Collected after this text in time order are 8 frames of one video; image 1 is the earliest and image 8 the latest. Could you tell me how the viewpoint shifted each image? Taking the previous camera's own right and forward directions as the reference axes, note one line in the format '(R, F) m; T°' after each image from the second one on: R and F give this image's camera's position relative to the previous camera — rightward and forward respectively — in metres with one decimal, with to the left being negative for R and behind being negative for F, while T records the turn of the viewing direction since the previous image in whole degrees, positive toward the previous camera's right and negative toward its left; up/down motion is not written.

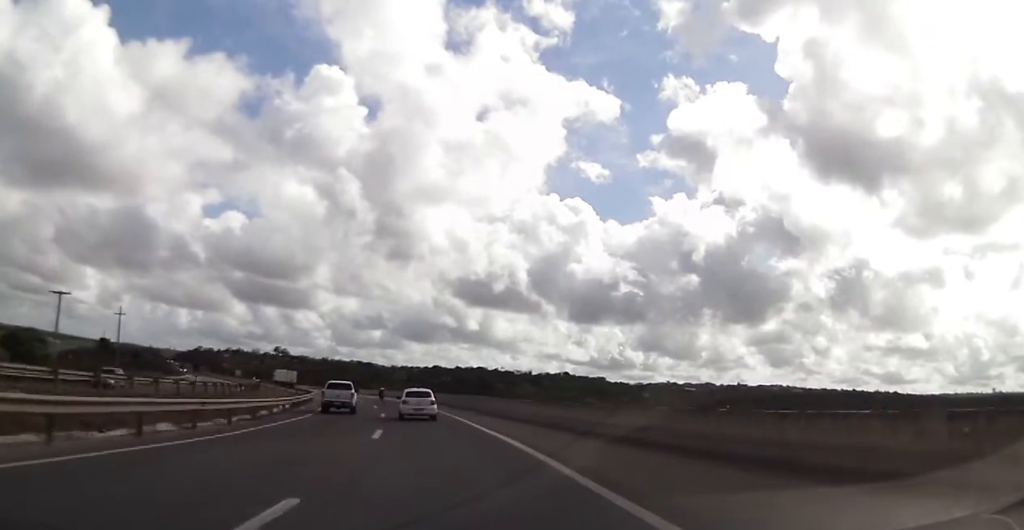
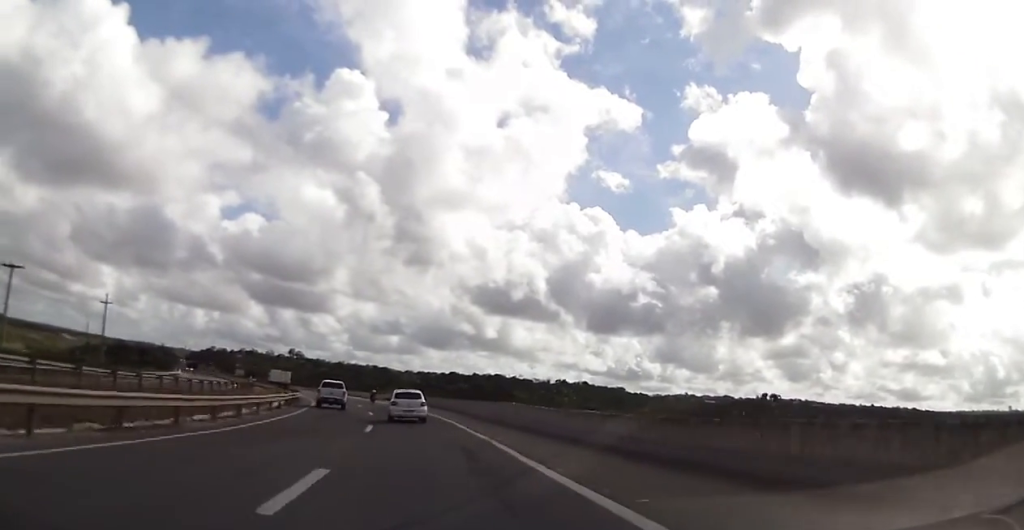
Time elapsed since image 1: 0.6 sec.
(0.0, +12.5) m; -1°
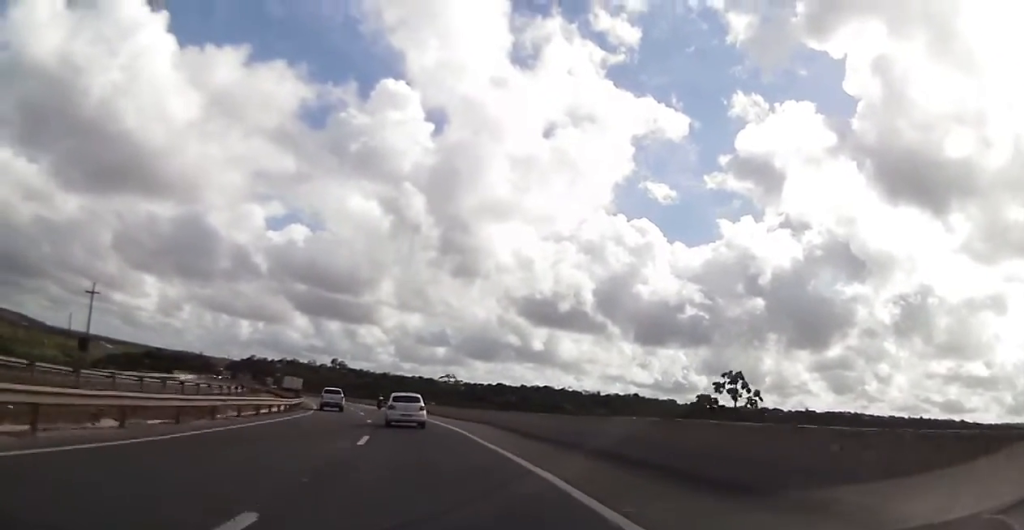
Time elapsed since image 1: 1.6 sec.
(-0.5, +20.0) m; -3°
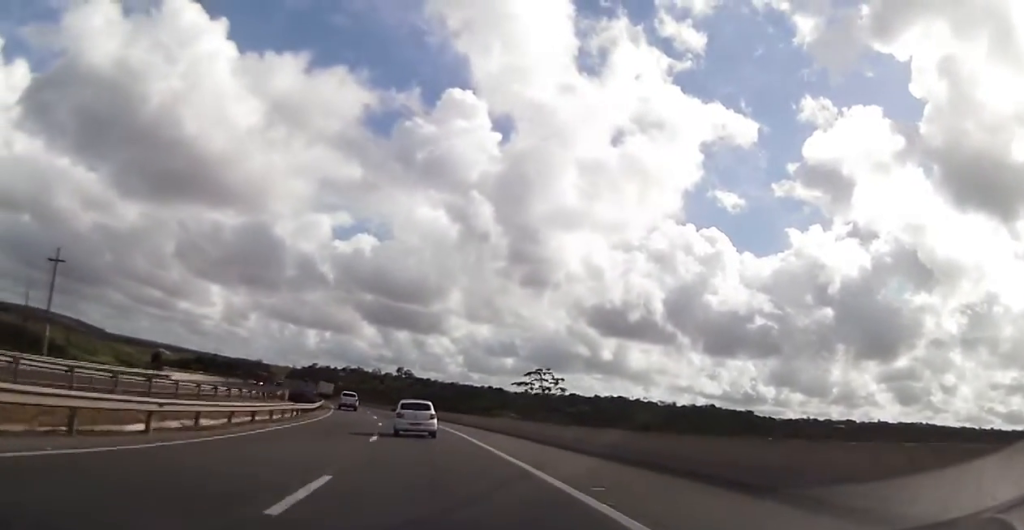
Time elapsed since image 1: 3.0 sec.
(-1.4, +27.4) m; -6°
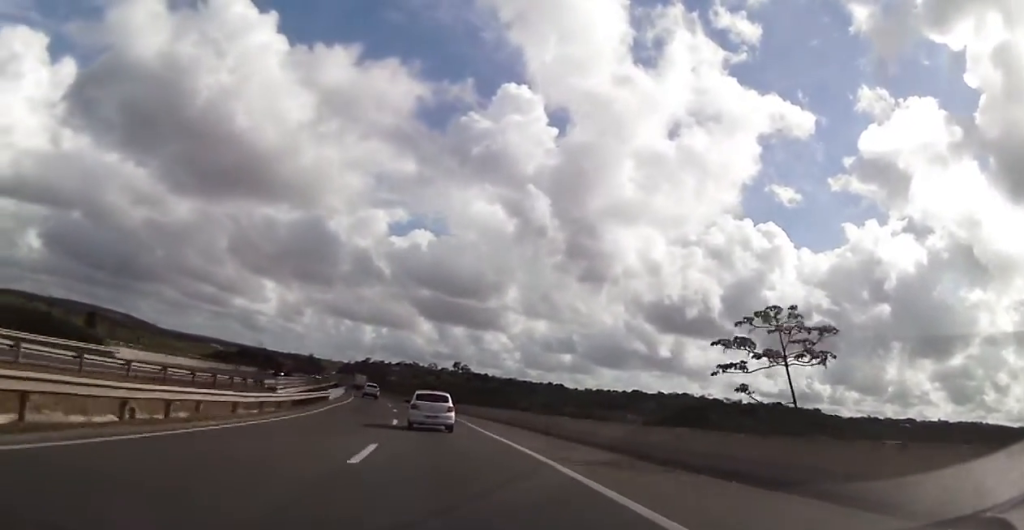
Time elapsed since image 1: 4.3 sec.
(-1.2, +26.8) m; -5°
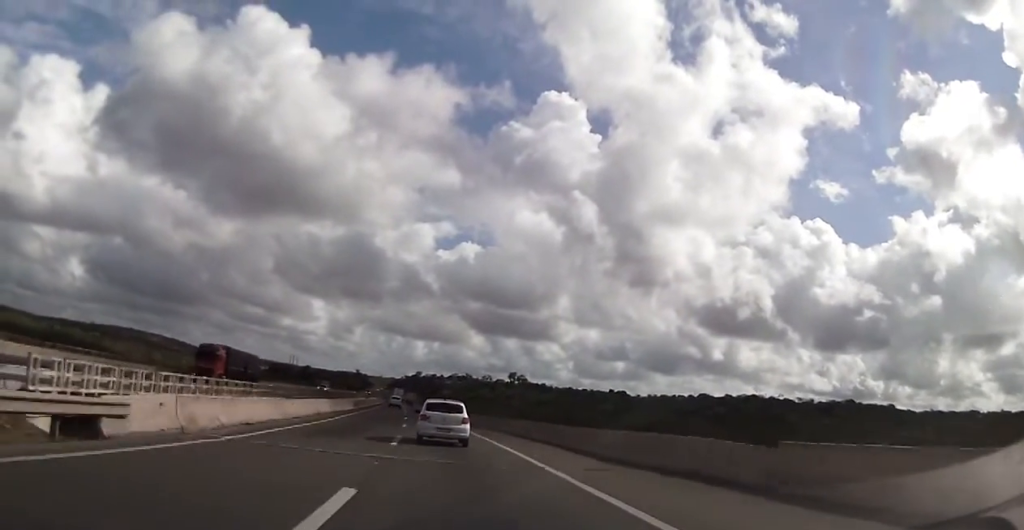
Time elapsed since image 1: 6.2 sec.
(-2.2, +38.6) m; -5°
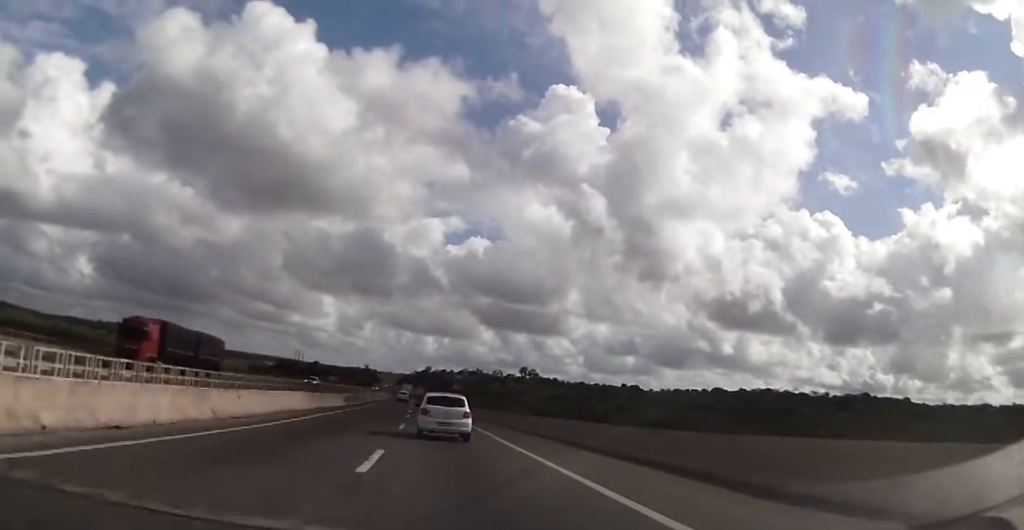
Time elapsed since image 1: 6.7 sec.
(-0.1, +9.6) m; -1°
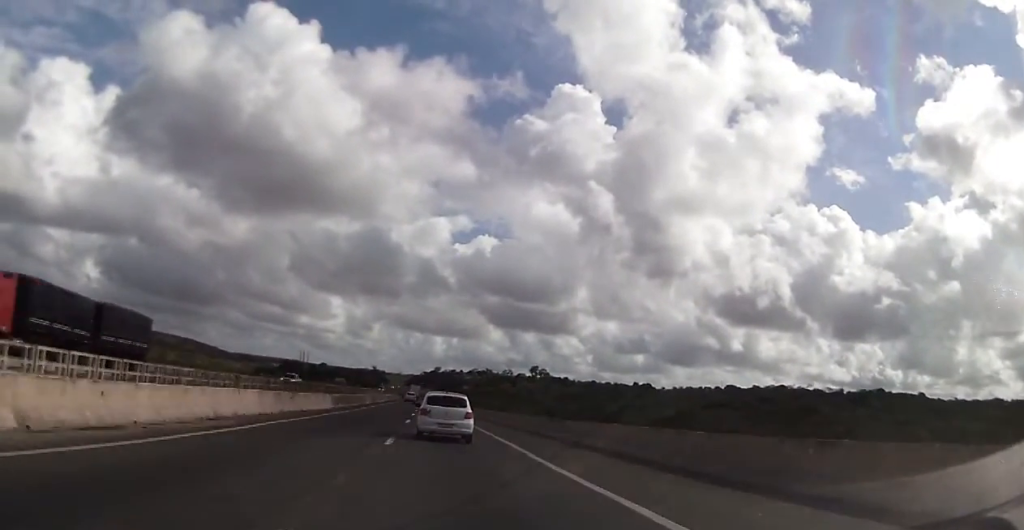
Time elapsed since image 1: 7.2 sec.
(-0.1, +9.6) m; -1°
